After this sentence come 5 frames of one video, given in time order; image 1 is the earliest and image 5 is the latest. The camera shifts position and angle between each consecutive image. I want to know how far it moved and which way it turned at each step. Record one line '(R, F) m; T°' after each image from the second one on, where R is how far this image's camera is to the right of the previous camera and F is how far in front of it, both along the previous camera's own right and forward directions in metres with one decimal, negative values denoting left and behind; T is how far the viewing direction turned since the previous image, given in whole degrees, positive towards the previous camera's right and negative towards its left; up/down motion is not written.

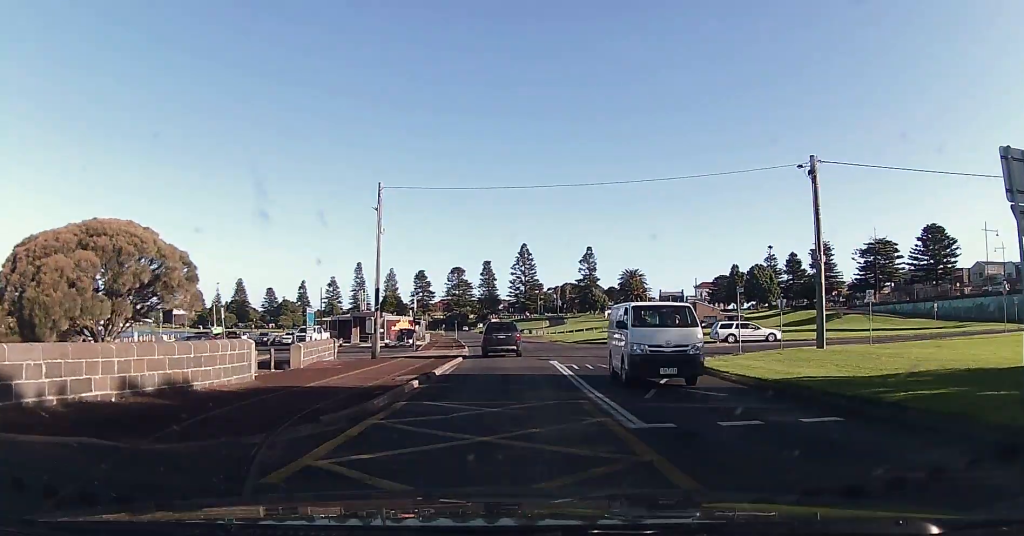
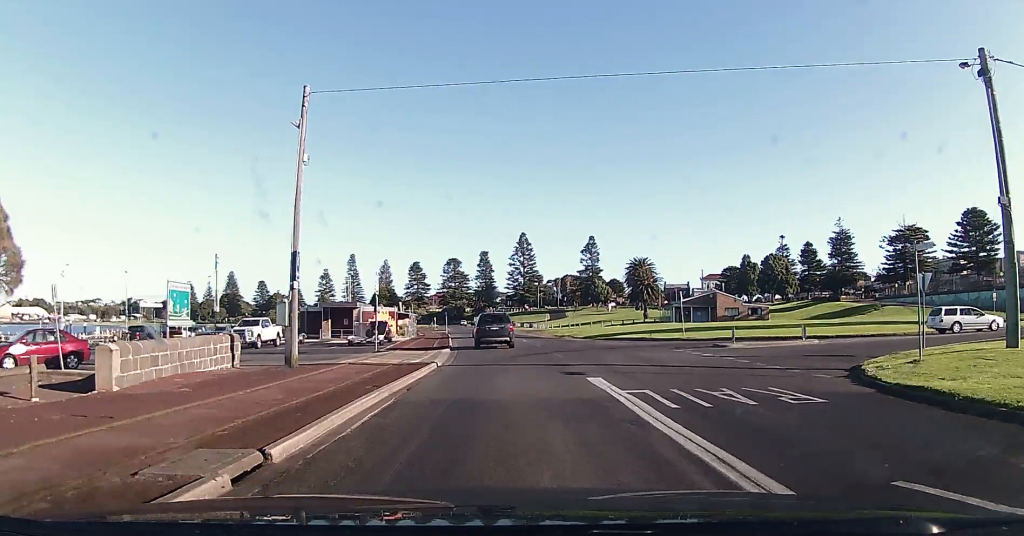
(-1.3, +13.7) m; -5°
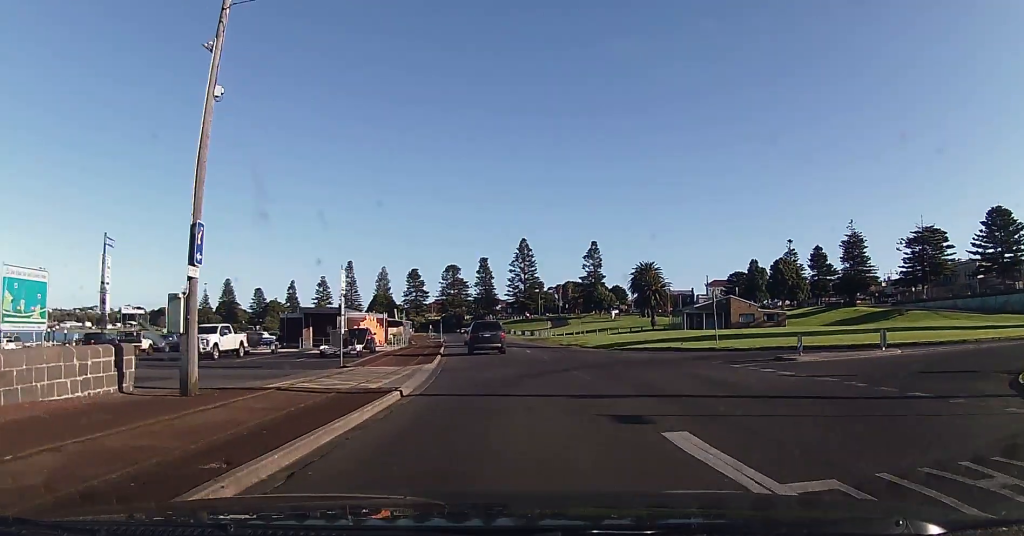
(+0.5, +7.4) m; +6°
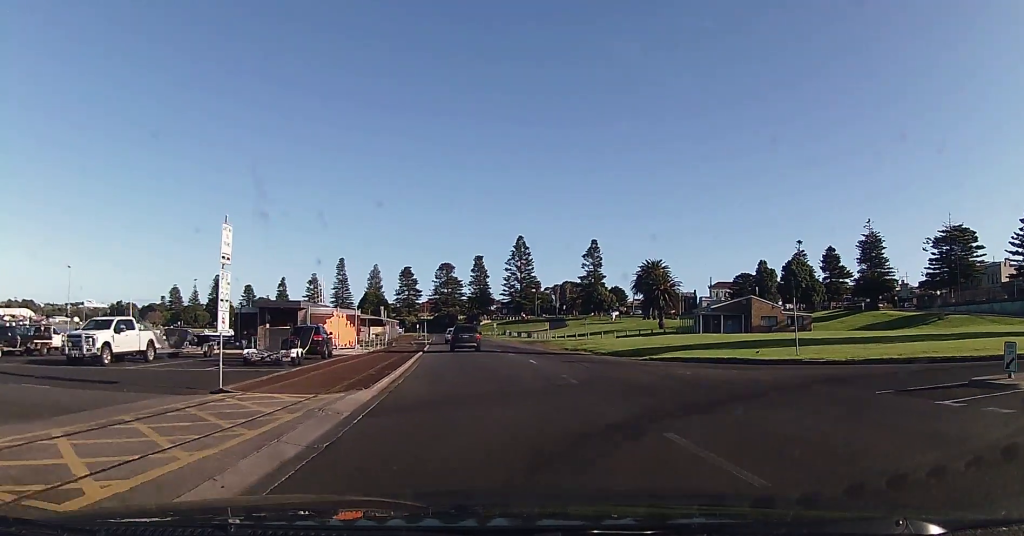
(-0.6, +12.0) m; -5°
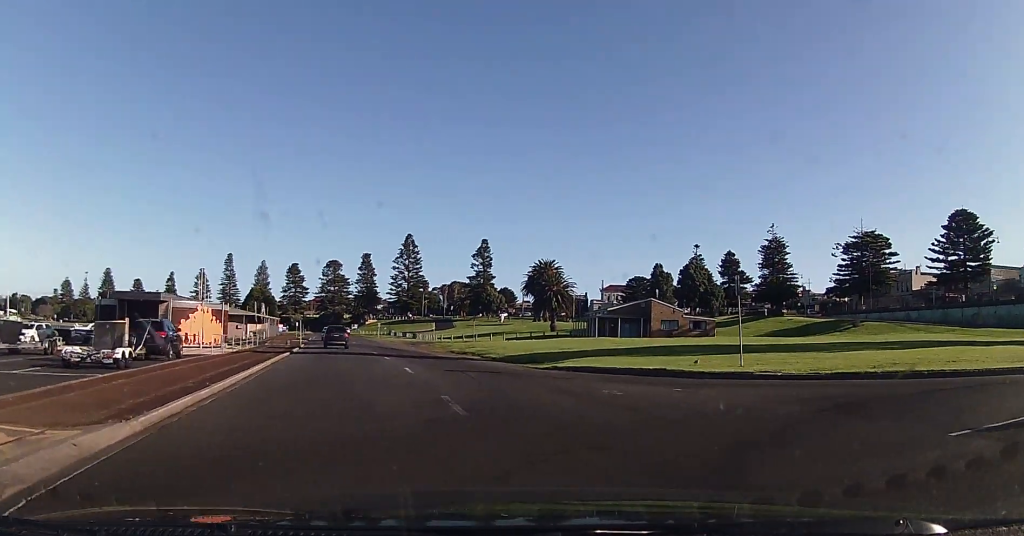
(+0.4, +6.0) m; +18°
